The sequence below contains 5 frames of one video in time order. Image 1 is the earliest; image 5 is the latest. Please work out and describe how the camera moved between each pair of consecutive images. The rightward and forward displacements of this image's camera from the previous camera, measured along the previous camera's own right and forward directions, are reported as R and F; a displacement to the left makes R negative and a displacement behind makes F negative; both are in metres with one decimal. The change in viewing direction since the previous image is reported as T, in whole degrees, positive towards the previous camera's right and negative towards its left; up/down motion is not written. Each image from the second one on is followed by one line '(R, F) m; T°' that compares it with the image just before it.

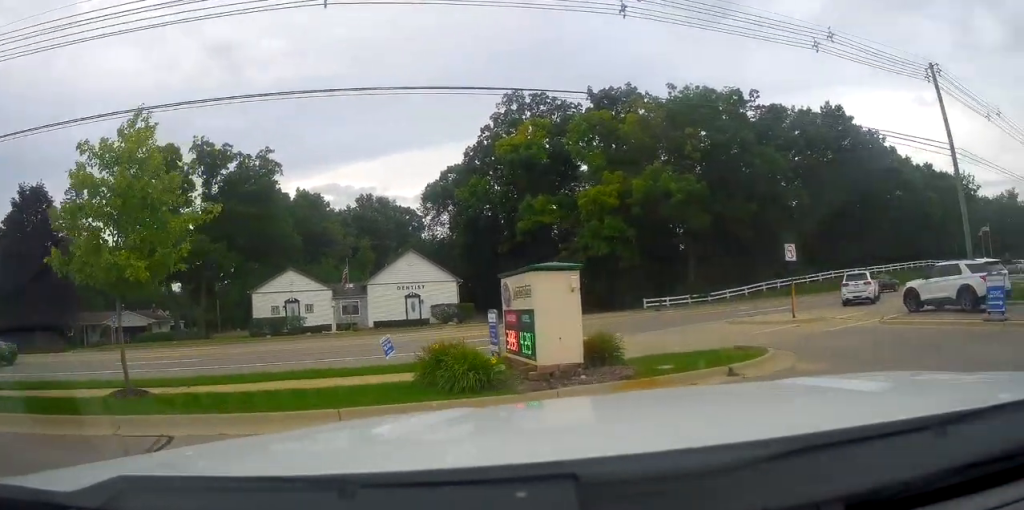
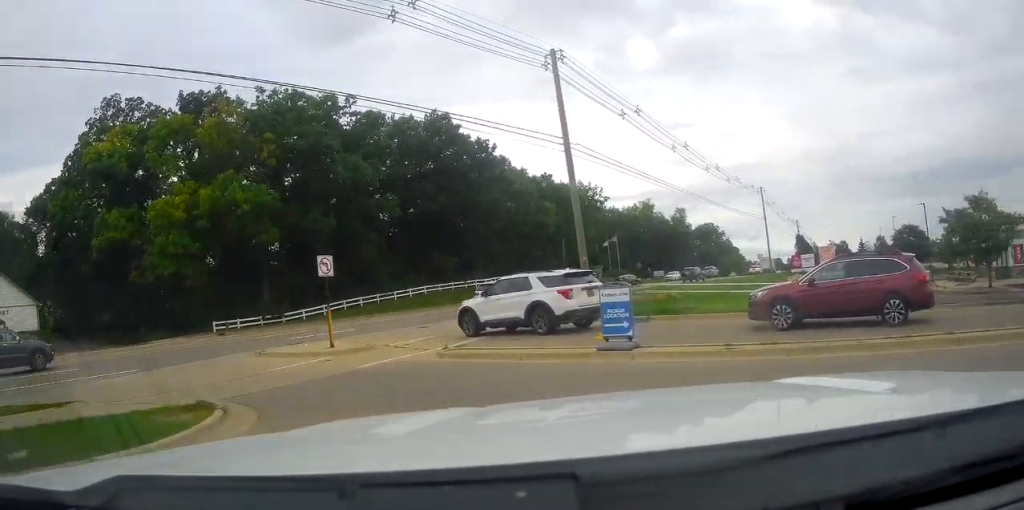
(+1.9, +4.1) m; +50°
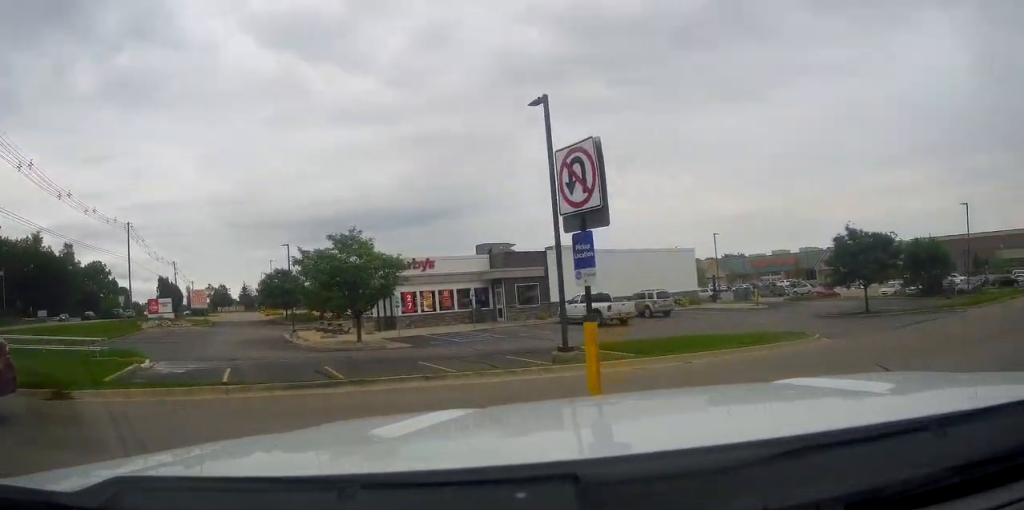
(+3.8, +6.5) m; +50°
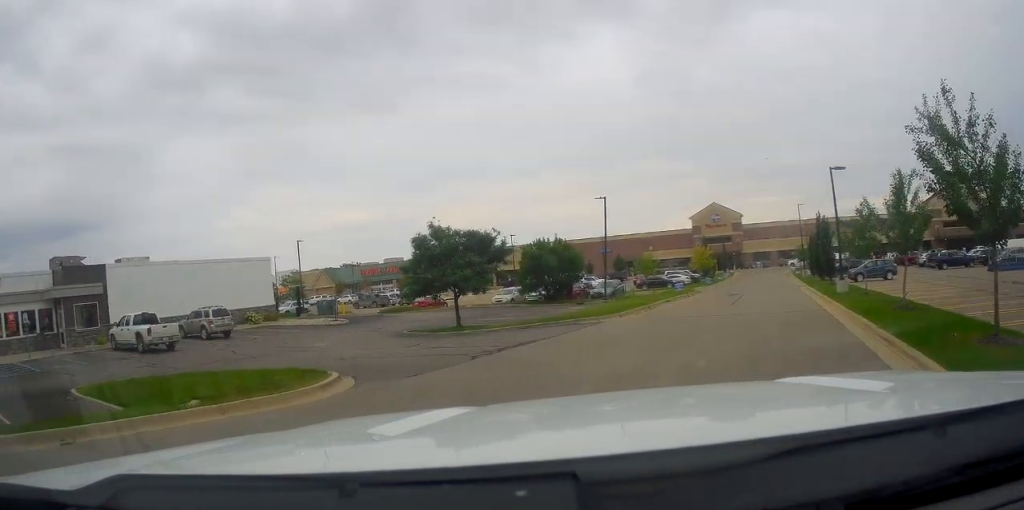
(+1.8, +7.0) m; +24°
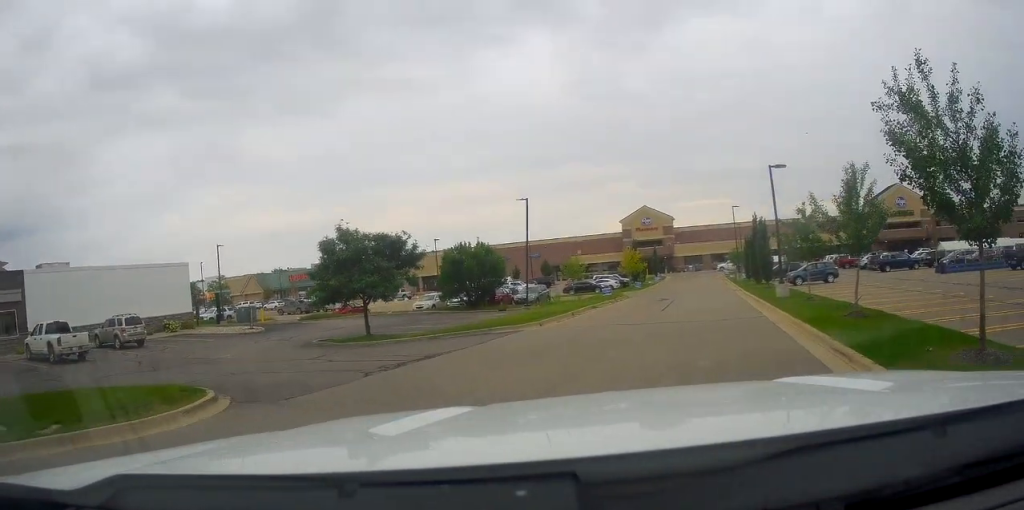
(-0.2, +1.9) m; 0°
